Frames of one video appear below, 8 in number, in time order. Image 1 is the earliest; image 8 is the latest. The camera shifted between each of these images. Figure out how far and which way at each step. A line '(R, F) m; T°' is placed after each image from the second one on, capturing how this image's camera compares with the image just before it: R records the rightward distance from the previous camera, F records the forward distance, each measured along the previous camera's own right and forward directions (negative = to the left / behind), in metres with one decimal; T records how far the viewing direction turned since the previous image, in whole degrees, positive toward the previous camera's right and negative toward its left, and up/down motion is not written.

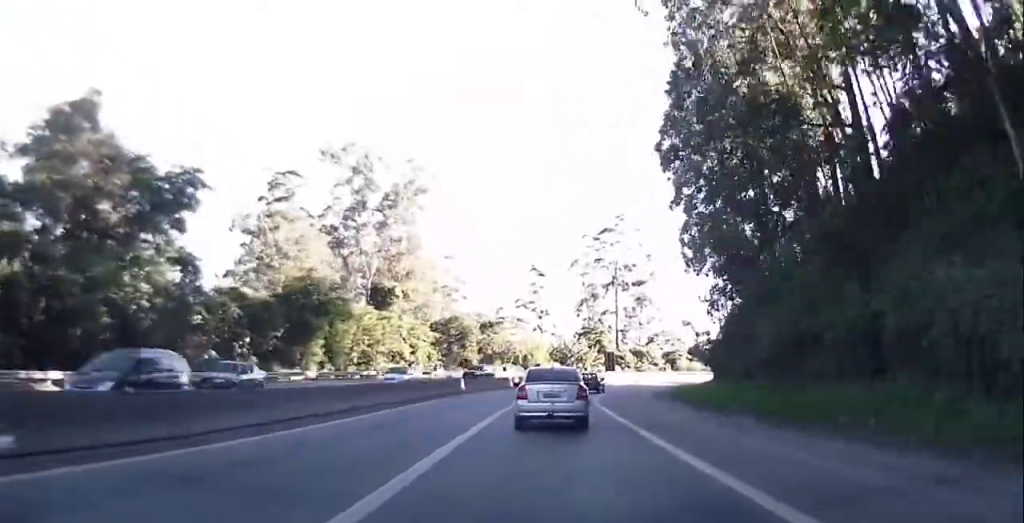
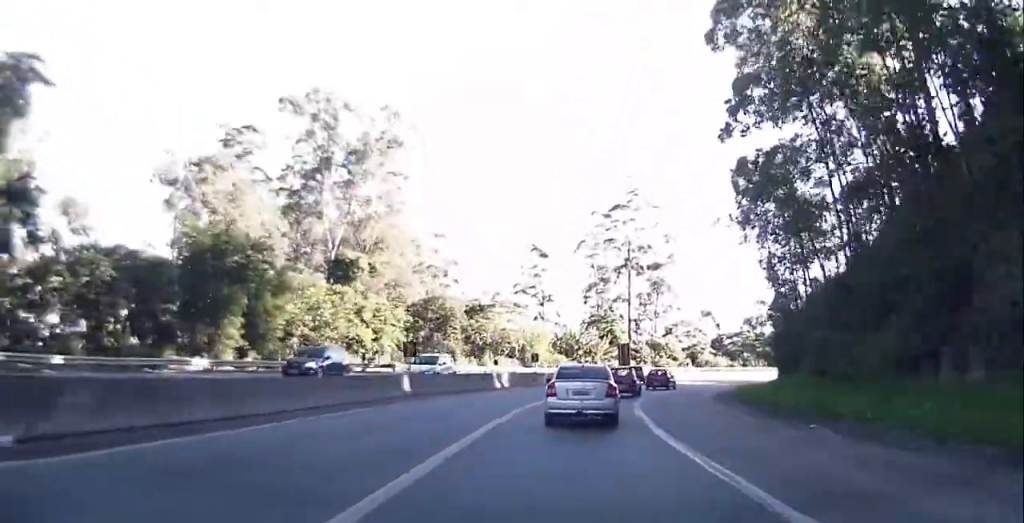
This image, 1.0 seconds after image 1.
(+0.2, +18.0) m; +3°
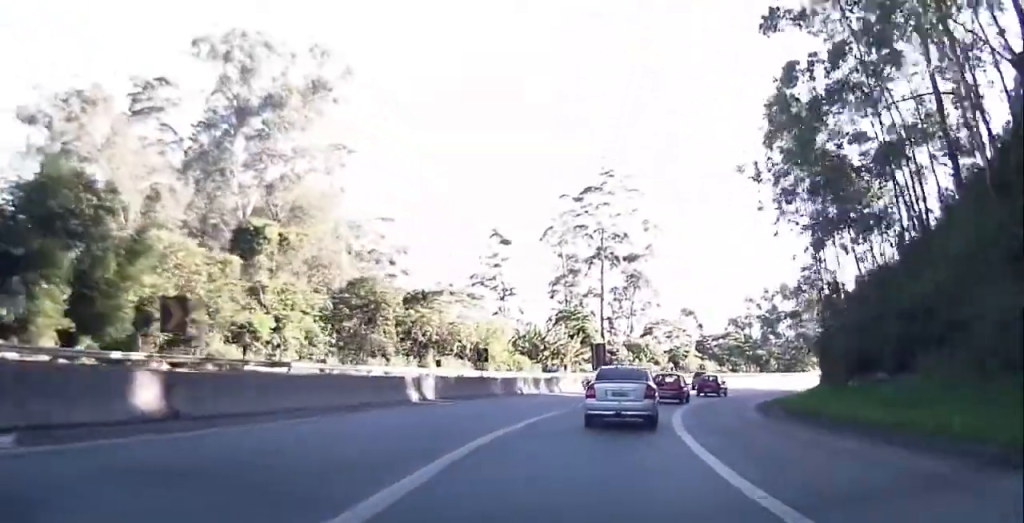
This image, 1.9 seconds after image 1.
(+0.6, +15.6) m; +7°
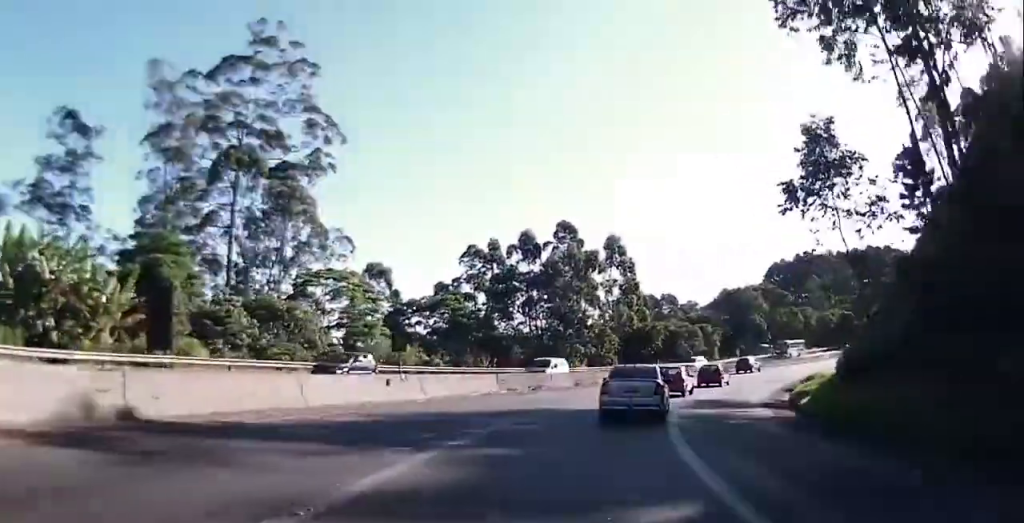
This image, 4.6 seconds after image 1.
(+4.9, +46.1) m; +15°
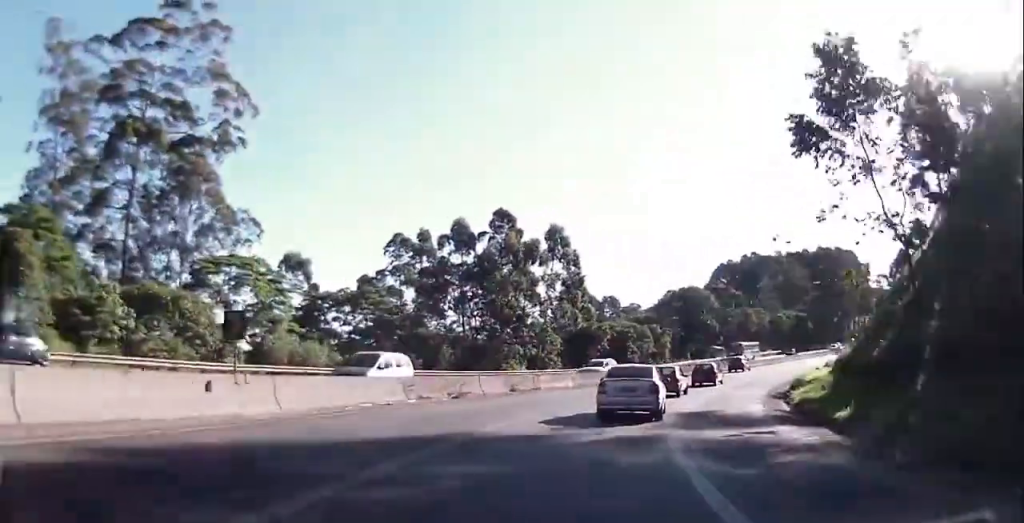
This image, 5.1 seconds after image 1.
(+0.2, +8.6) m; +7°
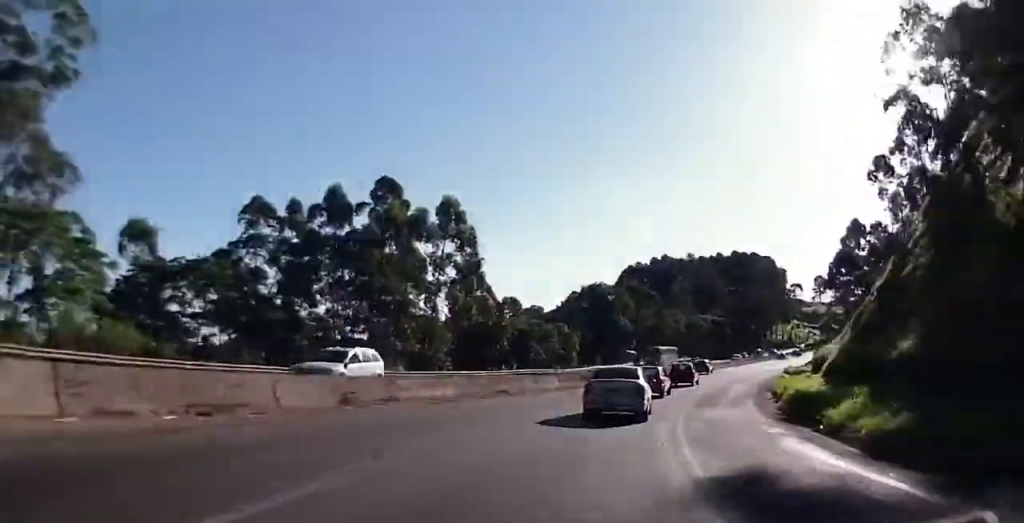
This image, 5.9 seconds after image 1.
(+1.6, +12.9) m; +11°
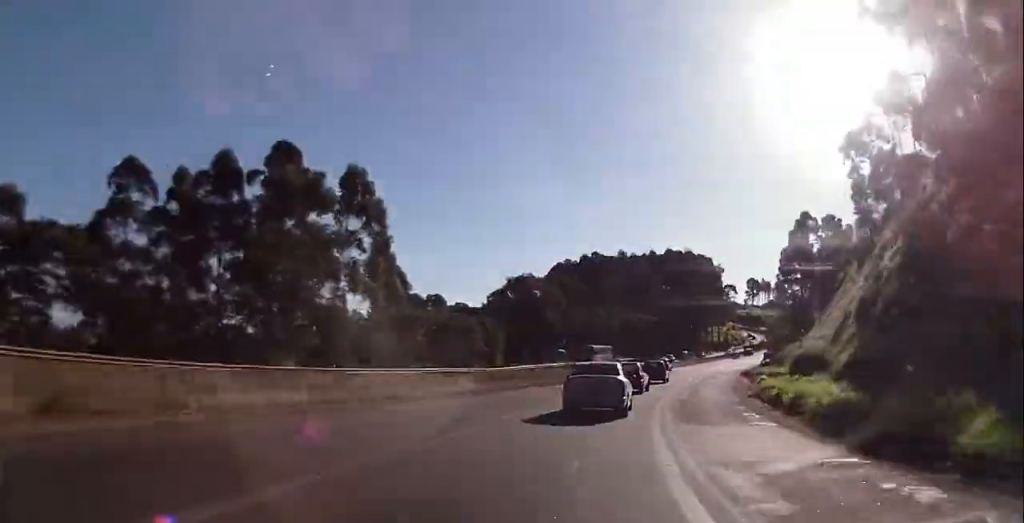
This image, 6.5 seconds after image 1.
(+0.6, +9.2) m; +6°
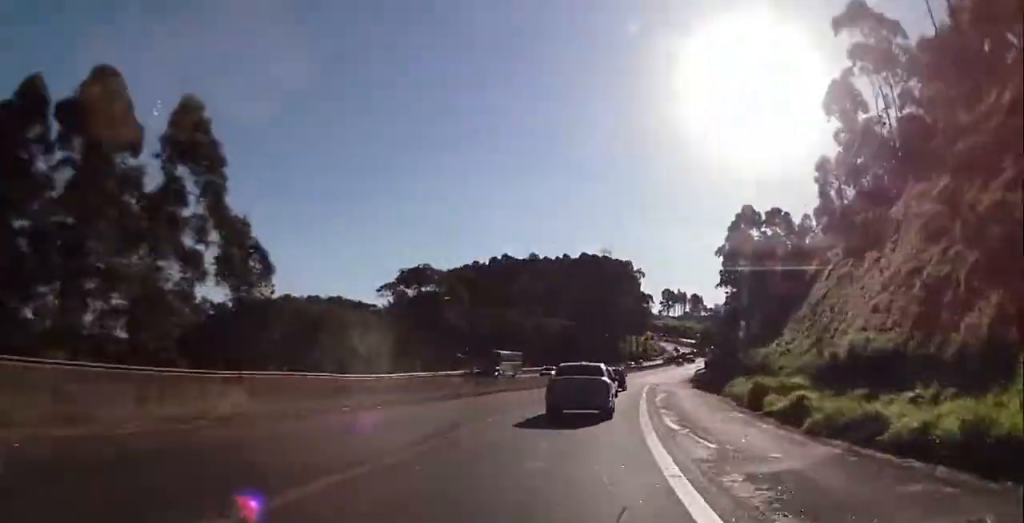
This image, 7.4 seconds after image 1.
(+1.2, +15.3) m; +7°
